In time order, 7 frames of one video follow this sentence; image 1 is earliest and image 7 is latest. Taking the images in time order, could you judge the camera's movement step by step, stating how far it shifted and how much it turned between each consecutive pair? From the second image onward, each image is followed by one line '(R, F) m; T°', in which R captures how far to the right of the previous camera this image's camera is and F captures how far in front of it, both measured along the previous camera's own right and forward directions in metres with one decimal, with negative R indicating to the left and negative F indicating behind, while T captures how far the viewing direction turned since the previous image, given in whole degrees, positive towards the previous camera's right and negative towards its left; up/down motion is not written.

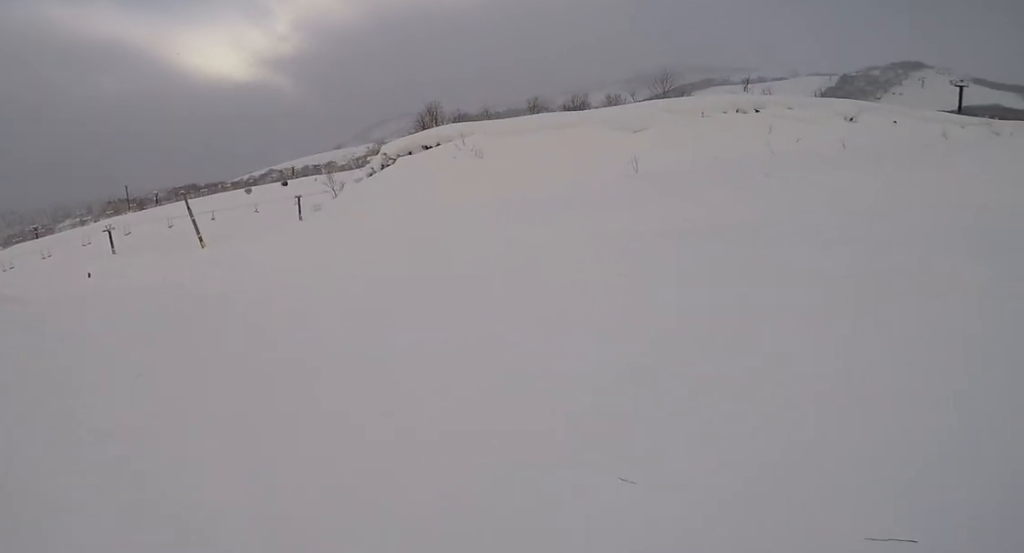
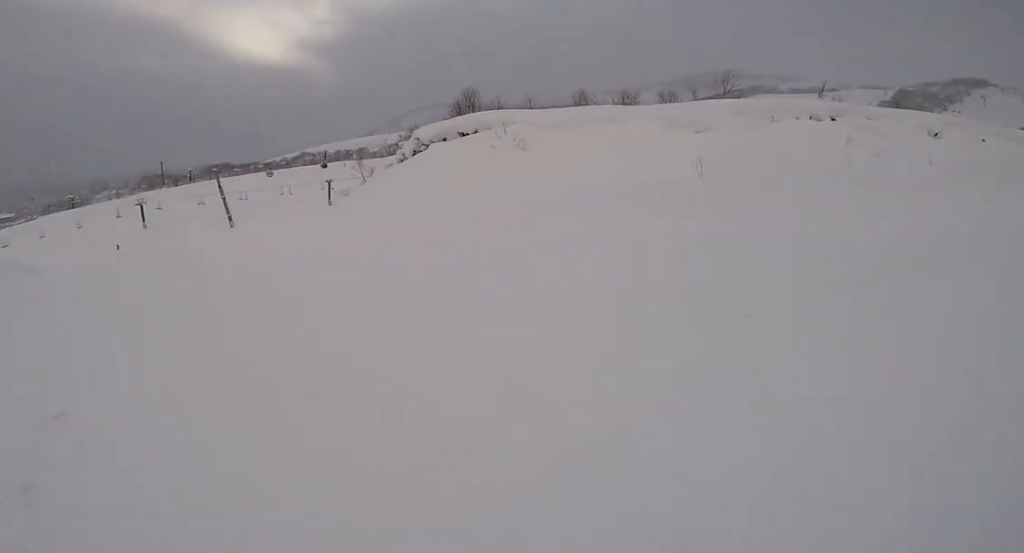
(+0.1, +2.2) m; -6°
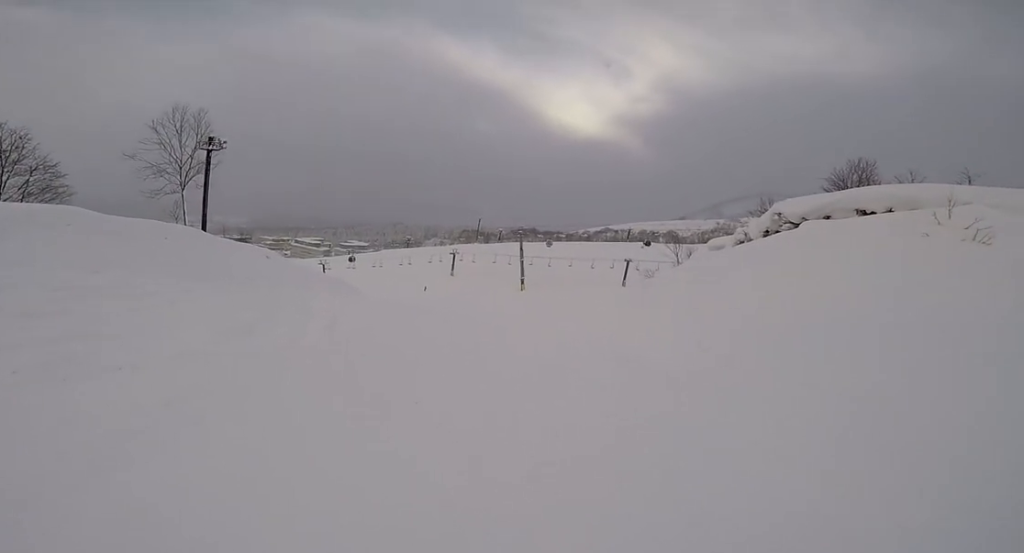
(-0.6, +4.5) m; -10°
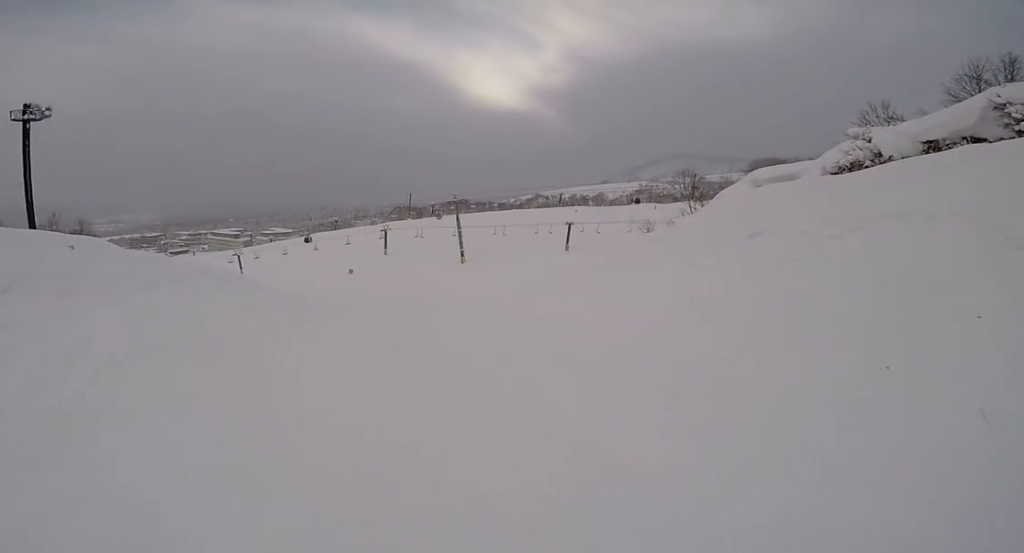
(+1.0, +11.7) m; -2°
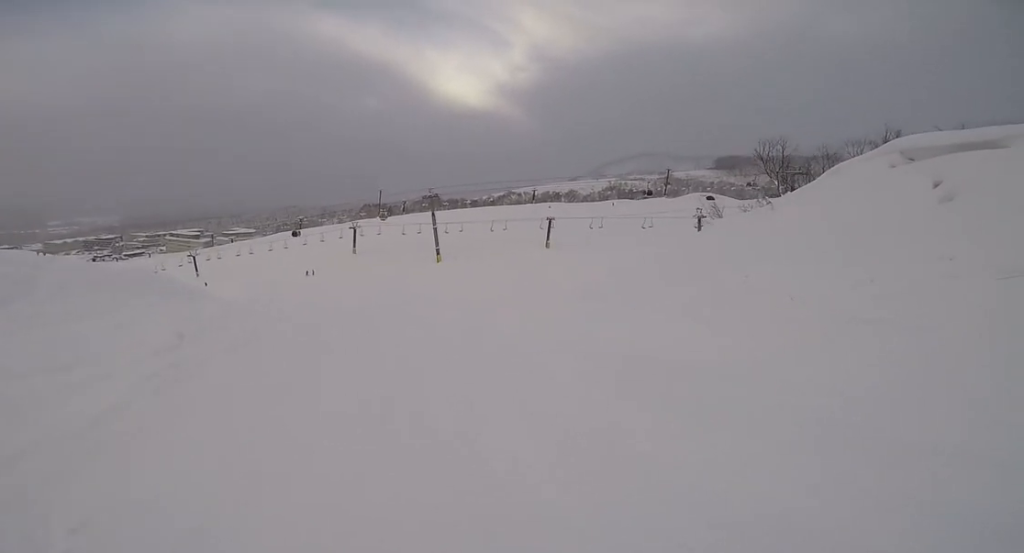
(-0.2, +7.4) m; +7°
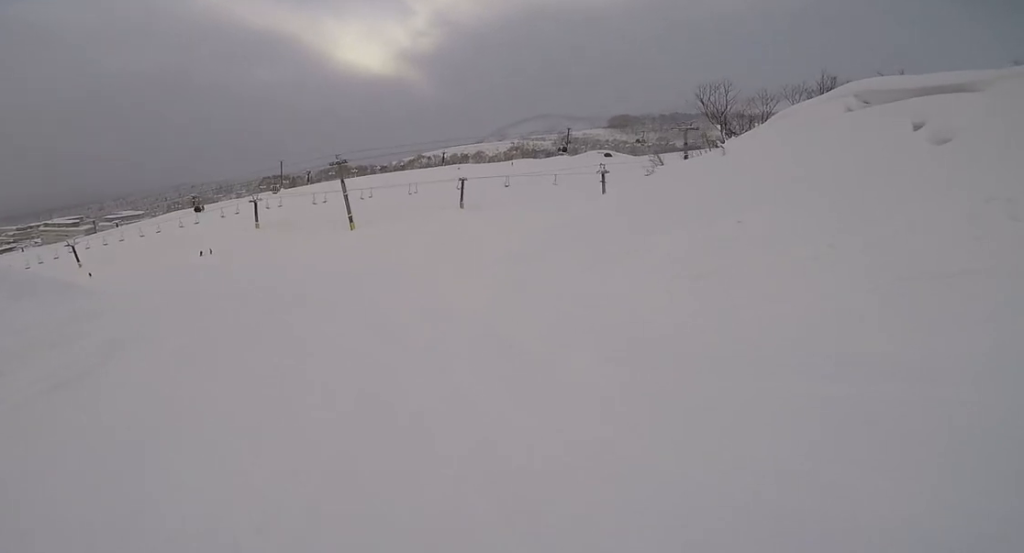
(+0.3, +2.6) m; +2°
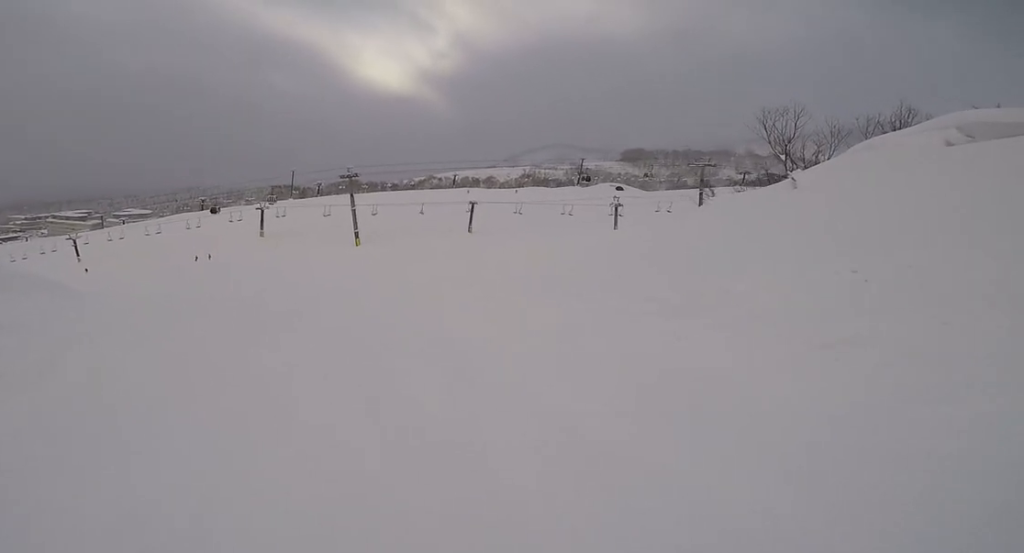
(-0.2, +2.7) m; -7°
